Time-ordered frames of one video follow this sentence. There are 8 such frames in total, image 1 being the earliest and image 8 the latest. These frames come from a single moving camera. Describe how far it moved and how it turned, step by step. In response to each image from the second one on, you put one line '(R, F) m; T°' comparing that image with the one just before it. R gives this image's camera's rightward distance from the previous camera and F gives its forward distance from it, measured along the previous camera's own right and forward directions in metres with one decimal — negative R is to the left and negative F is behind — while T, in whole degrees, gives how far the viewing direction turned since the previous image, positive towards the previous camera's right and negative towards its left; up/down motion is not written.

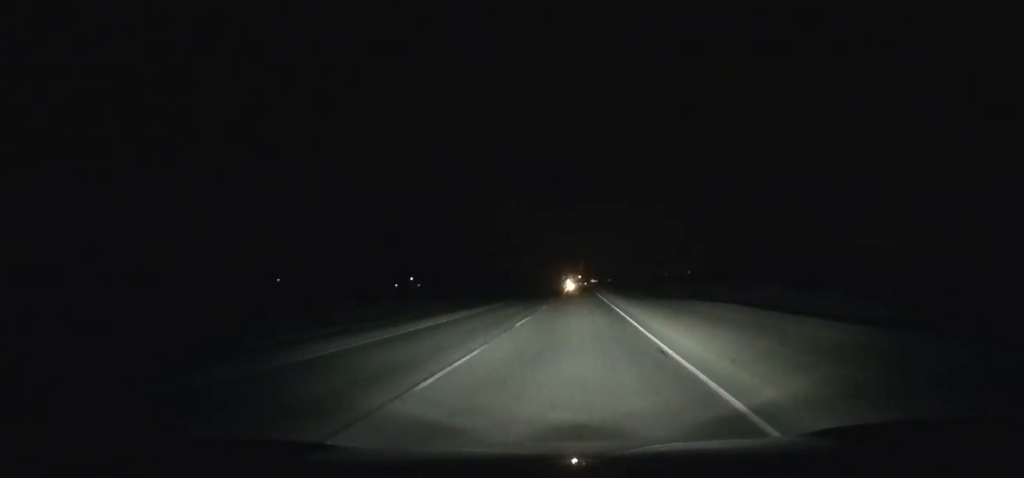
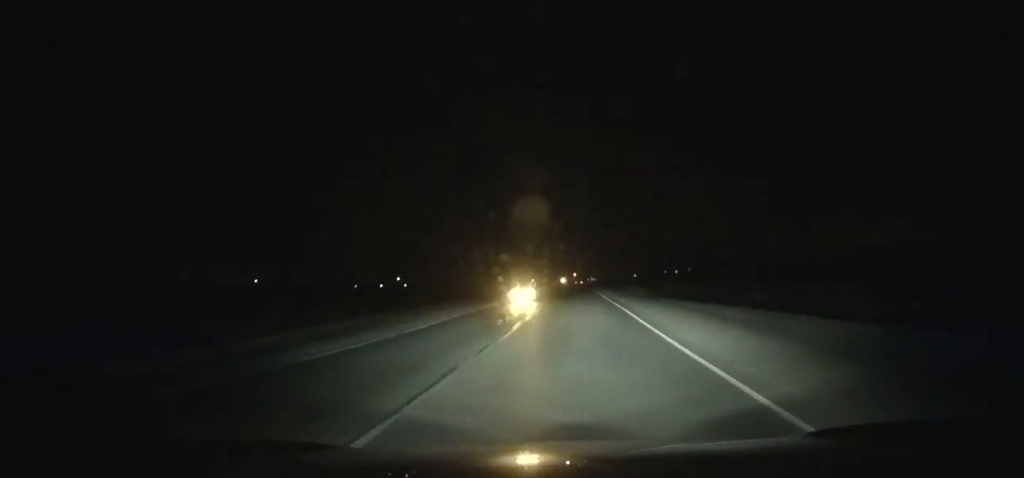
(-0.1, +88.1) m; 0°
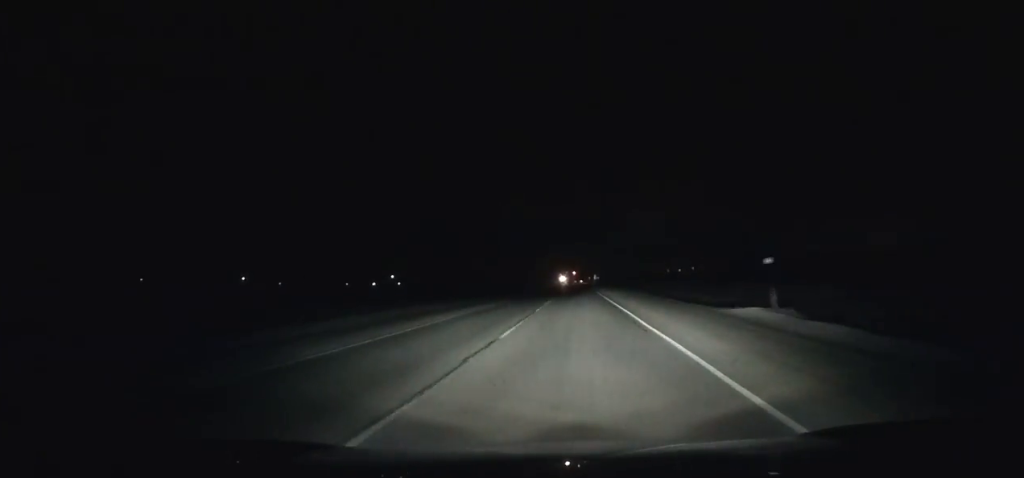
(+0.1, +60.5) m; 0°
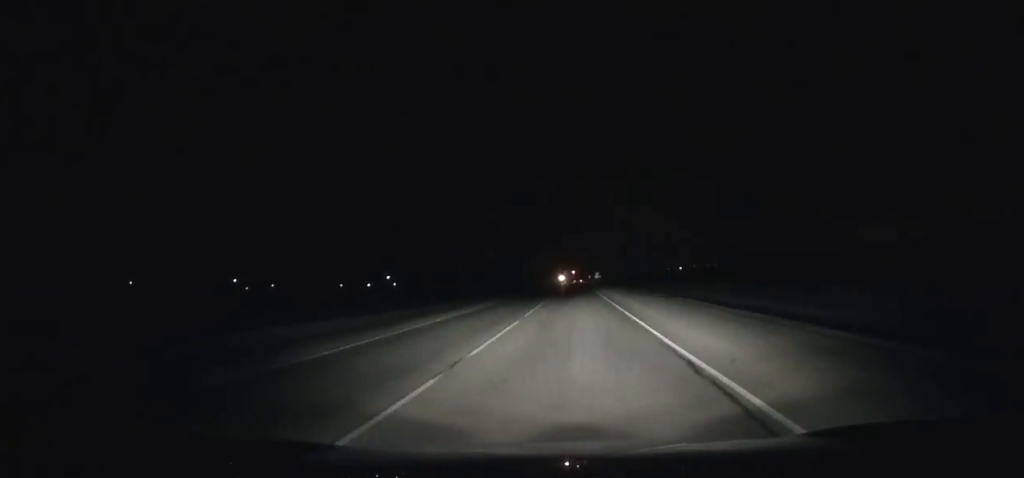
(+0.2, +33.8) m; 0°
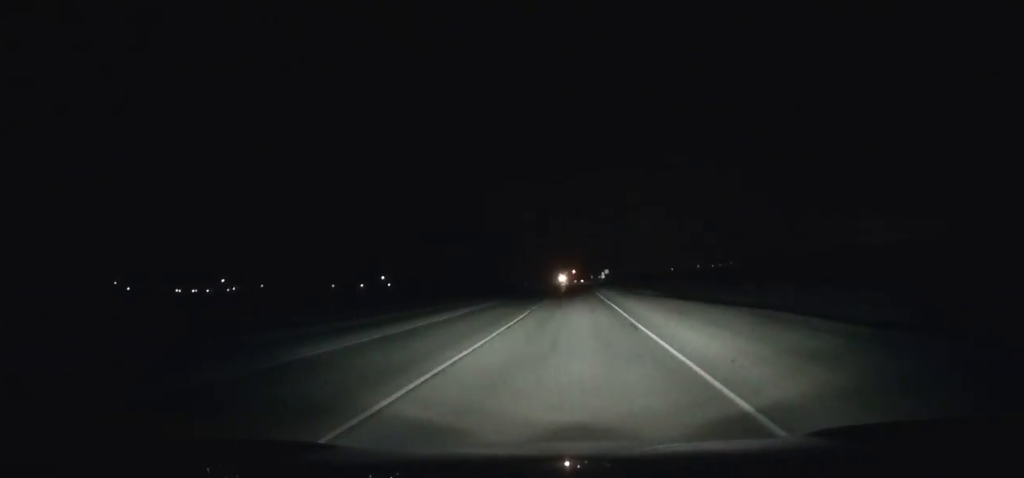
(+0.1, +53.2) m; 0°
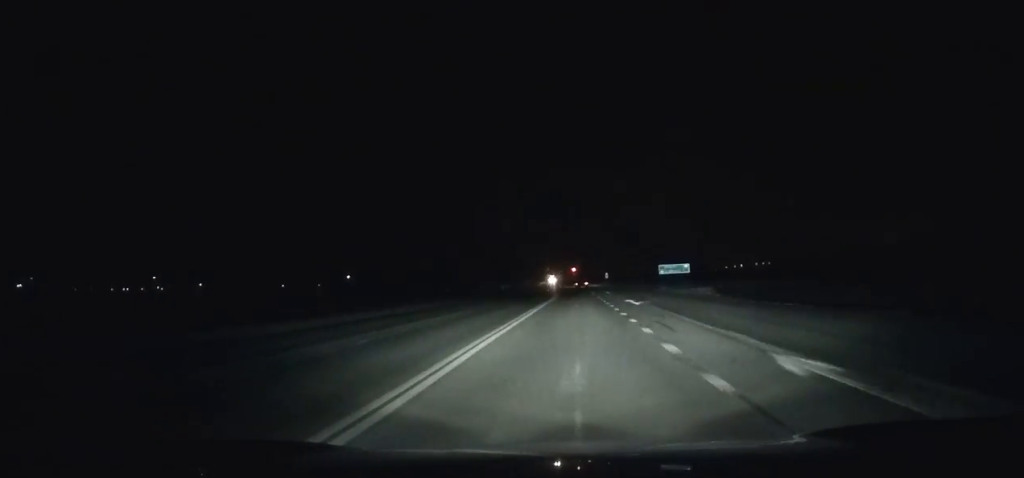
(+2.7, +229.5) m; +1°
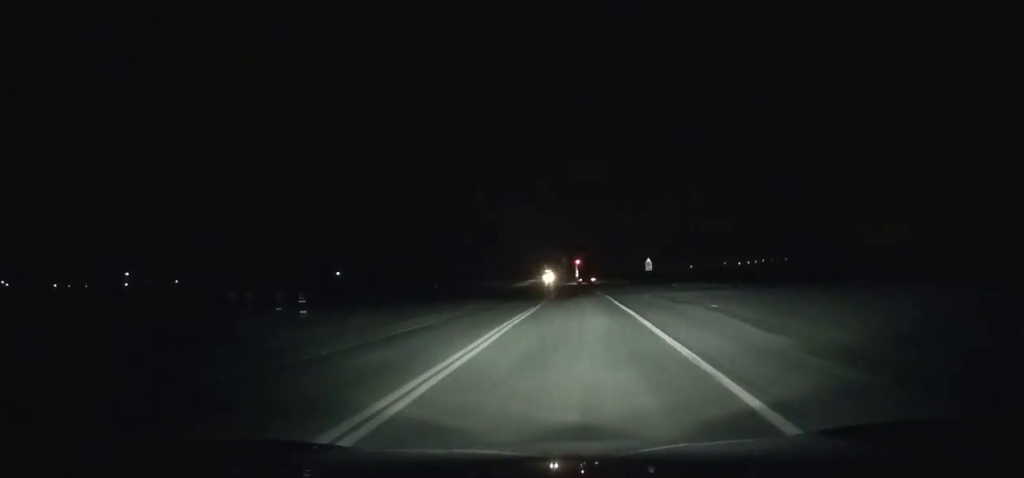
(-0.9, +90.5) m; -2°
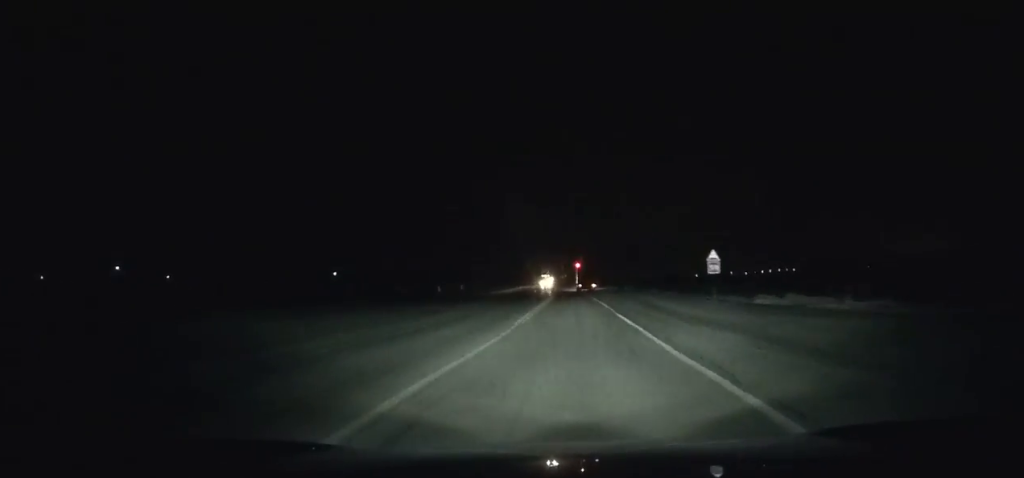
(-0.3, +32.9) m; -1°
